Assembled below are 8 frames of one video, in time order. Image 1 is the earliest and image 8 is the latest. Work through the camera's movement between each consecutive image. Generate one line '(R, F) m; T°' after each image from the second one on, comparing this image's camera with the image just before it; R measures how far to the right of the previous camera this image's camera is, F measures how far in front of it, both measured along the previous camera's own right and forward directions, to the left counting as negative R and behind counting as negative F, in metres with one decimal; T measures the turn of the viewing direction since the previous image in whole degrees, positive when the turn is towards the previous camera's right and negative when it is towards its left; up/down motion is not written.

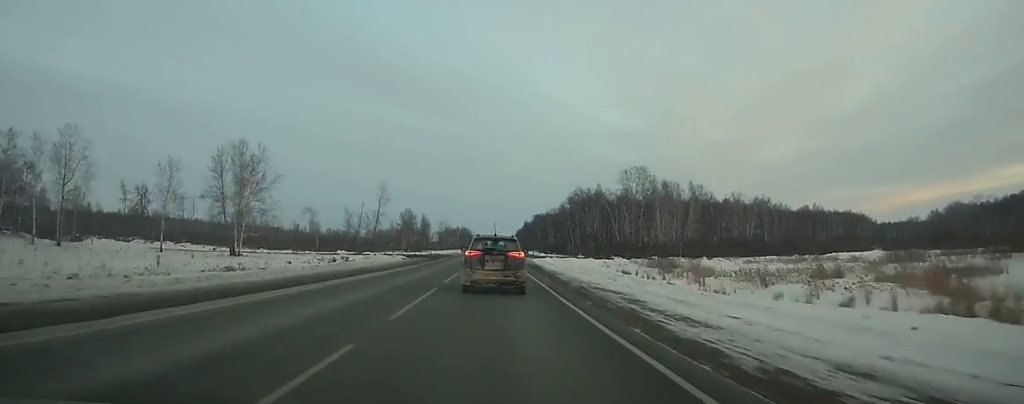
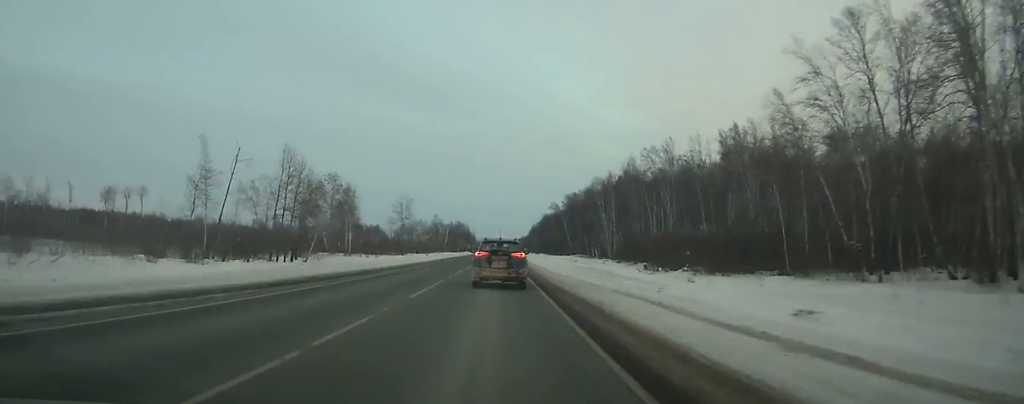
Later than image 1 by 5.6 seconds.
(-0.7, +156.5) m; 0°
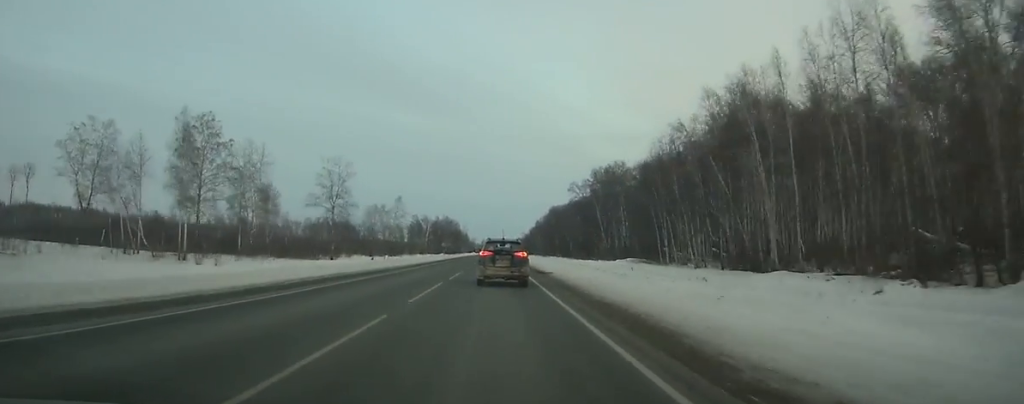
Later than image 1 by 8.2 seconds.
(0.0, +72.8) m; 0°
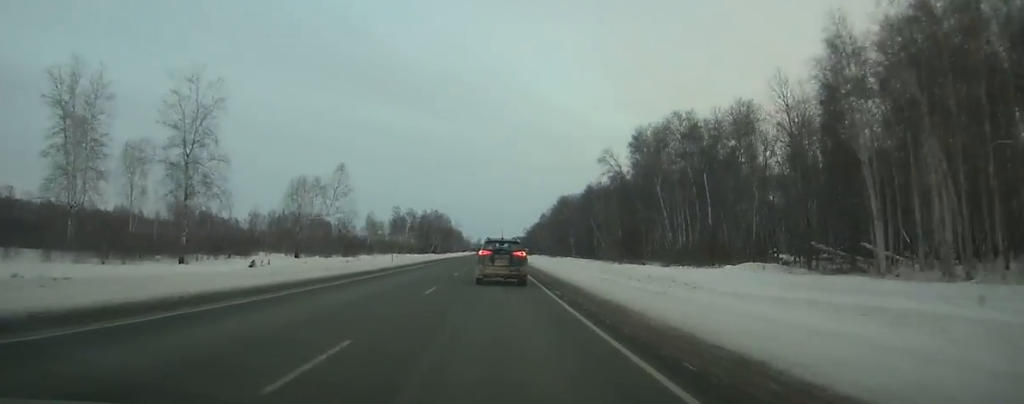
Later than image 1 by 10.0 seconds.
(0.0, +50.7) m; 0°
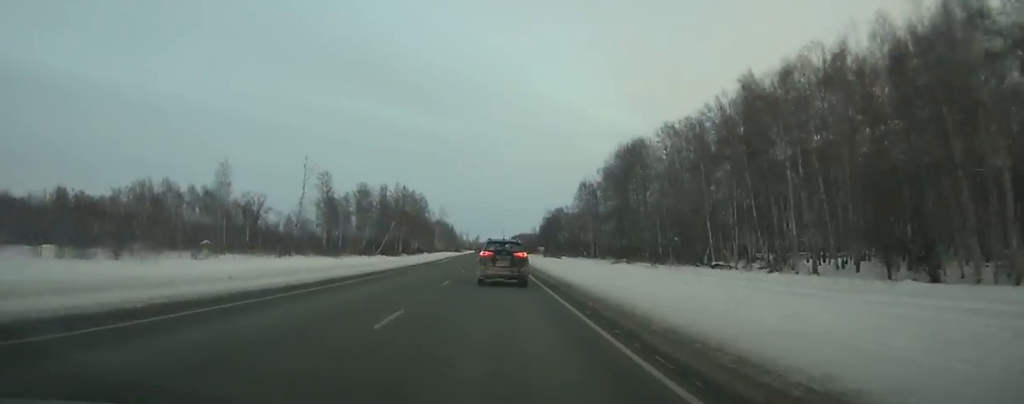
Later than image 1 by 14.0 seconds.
(+0.2, +114.1) m; 0°
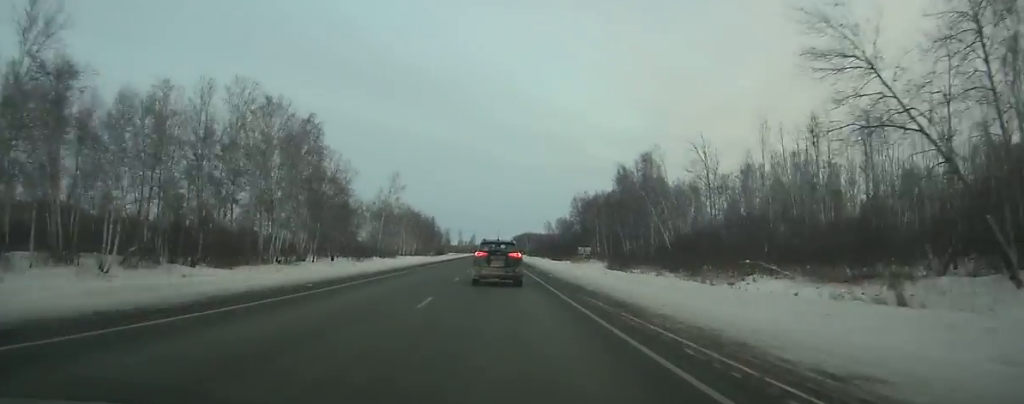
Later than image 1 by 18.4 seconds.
(+0.1, +126.9) m; 0°
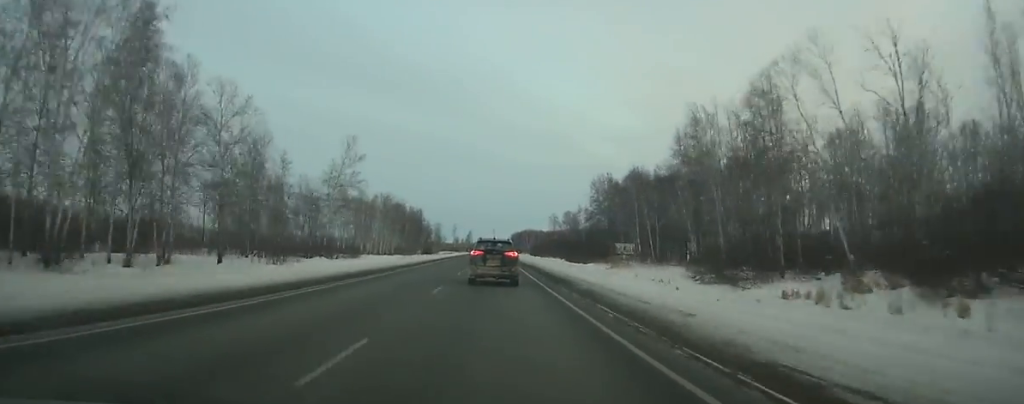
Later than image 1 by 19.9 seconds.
(0.0, +43.3) m; 0°
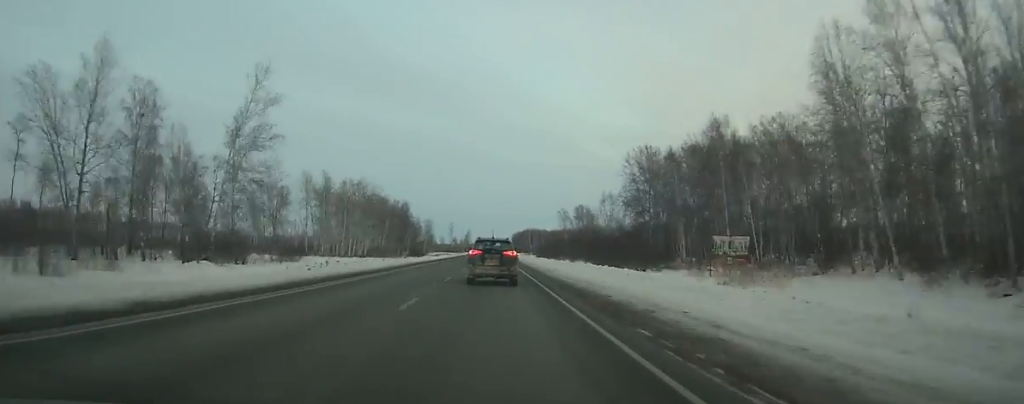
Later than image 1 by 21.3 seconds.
(0.0, +40.4) m; 0°
